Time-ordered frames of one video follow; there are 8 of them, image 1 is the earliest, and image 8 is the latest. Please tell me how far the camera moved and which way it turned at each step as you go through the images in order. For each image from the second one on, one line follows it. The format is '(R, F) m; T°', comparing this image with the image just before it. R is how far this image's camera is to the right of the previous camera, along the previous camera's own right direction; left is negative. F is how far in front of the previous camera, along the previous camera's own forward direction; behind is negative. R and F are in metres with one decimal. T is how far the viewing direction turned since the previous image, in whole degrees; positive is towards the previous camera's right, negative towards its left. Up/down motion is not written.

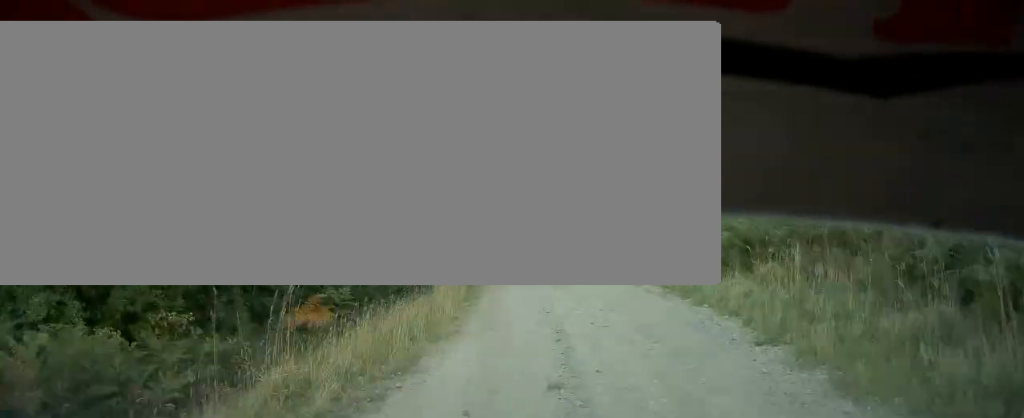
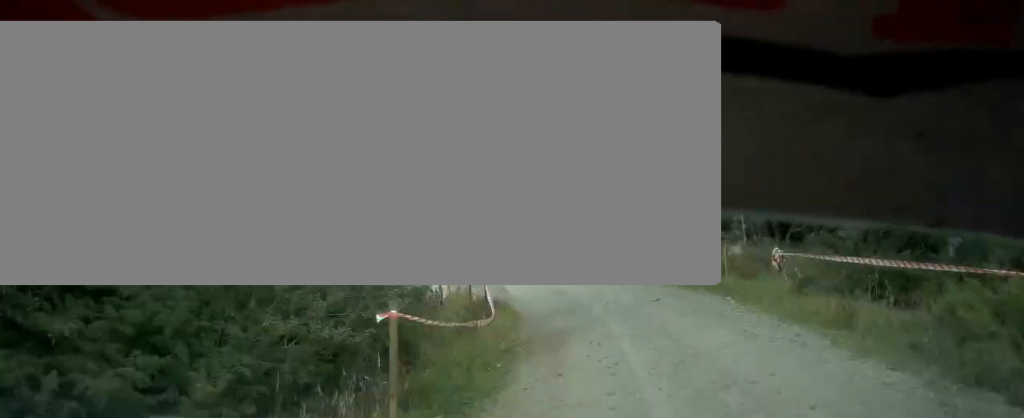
(-1.8, +13.7) m; -4°
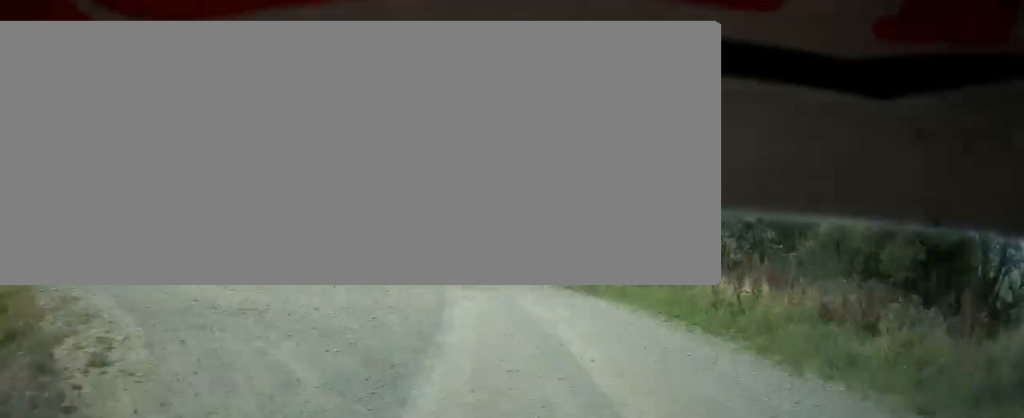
(-1.1, +20.4) m; -3°
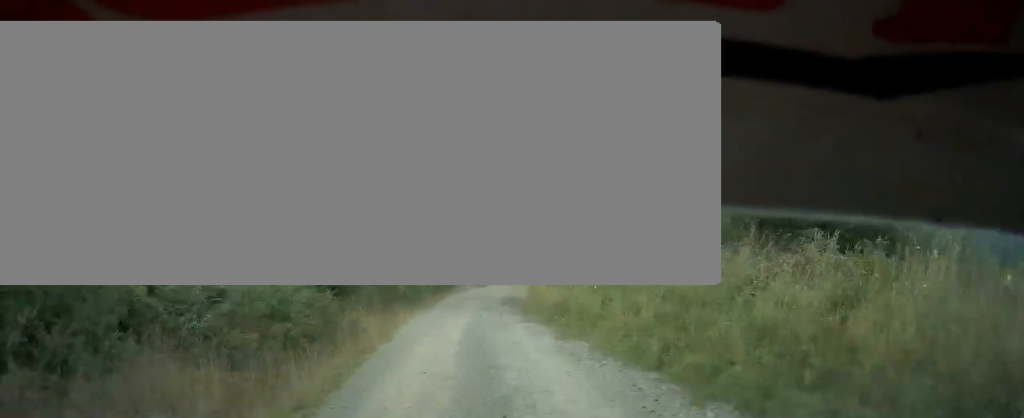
(-2.3, +56.3) m; -8°
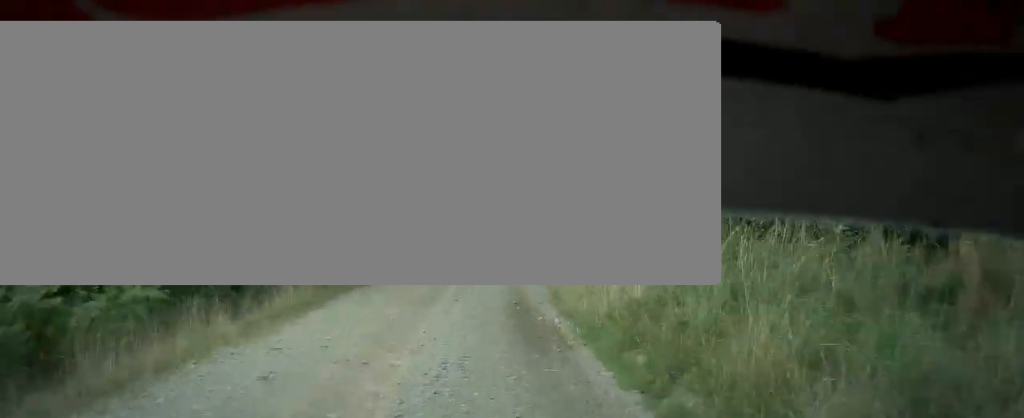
(-2.1, +29.8) m; -5°
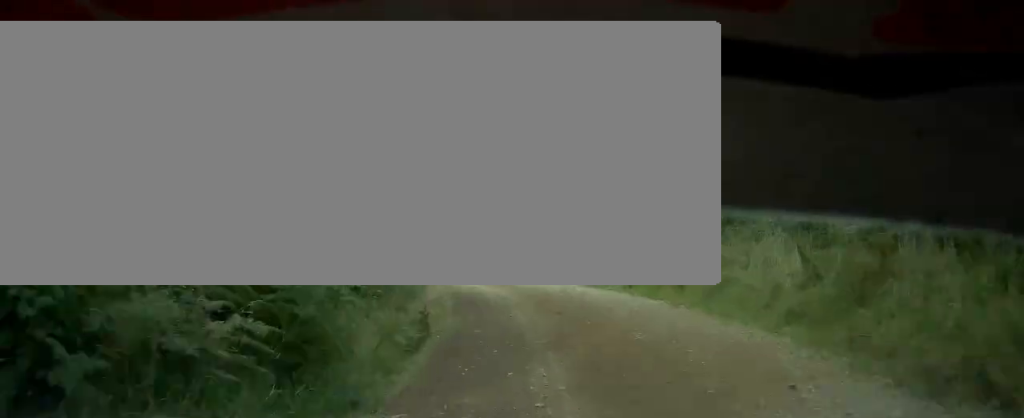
(-1.7, +39.6) m; -11°
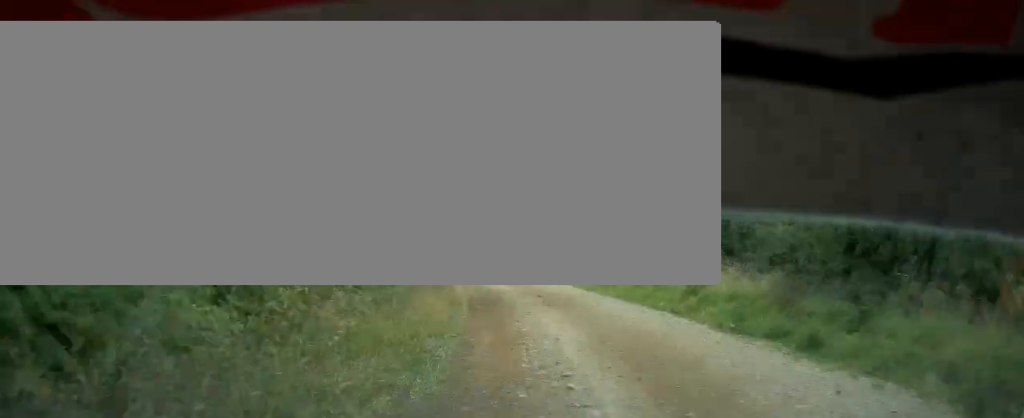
(-2.0, +19.3) m; -10°
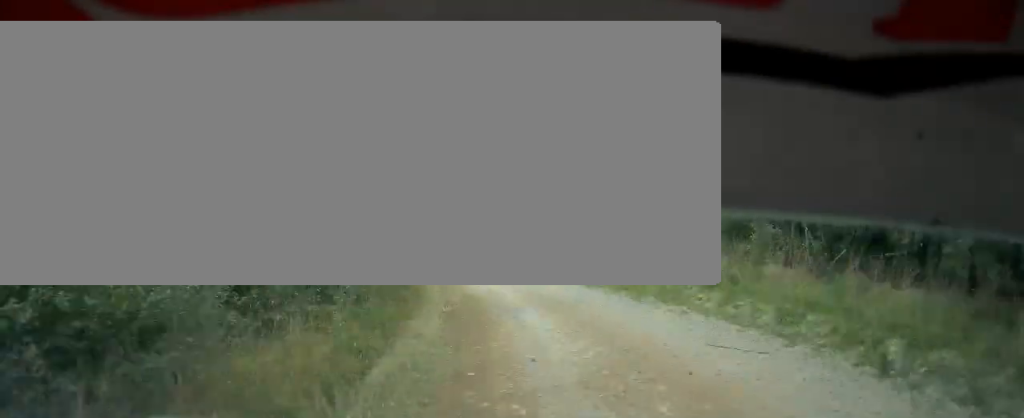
(-3.4, +28.4) m; -9°
